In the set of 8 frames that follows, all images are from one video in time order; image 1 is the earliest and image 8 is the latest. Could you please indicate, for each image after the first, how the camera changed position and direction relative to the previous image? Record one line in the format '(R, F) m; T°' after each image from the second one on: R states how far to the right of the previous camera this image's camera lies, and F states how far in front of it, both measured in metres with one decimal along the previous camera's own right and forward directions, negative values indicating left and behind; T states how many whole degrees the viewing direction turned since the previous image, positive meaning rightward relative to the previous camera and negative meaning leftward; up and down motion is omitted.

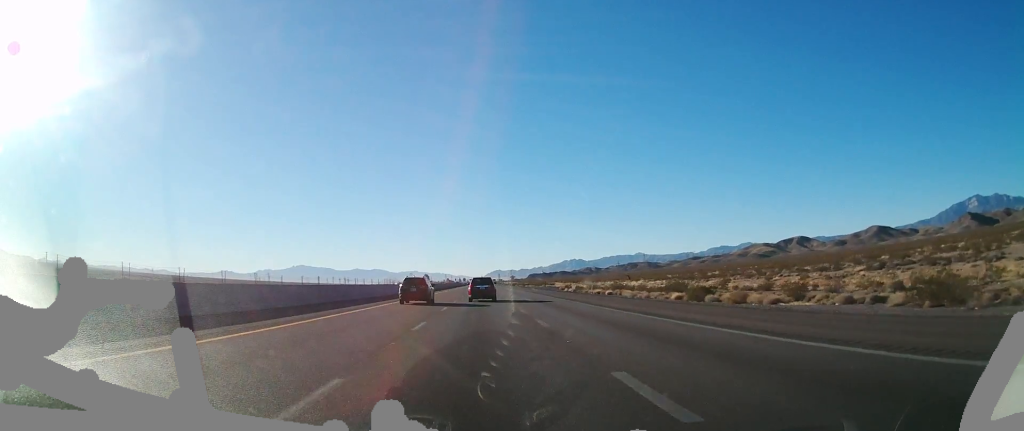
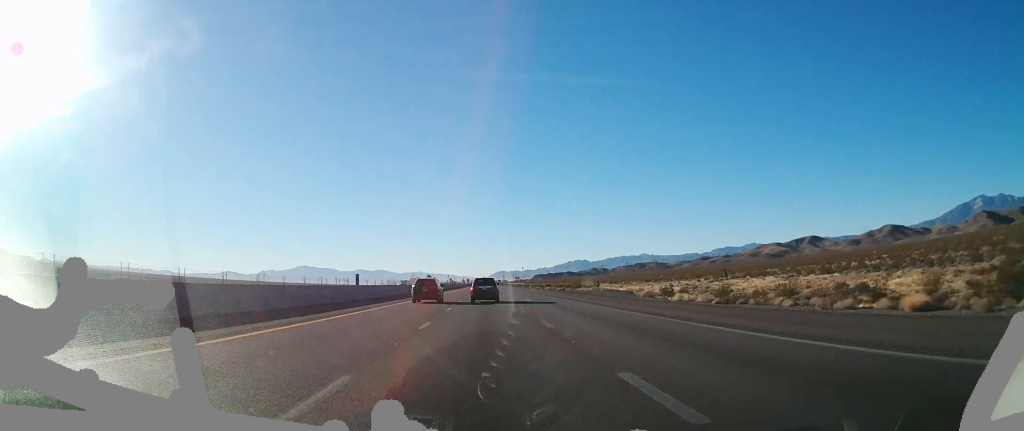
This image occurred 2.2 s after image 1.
(+0.2, +73.2) m; -1°
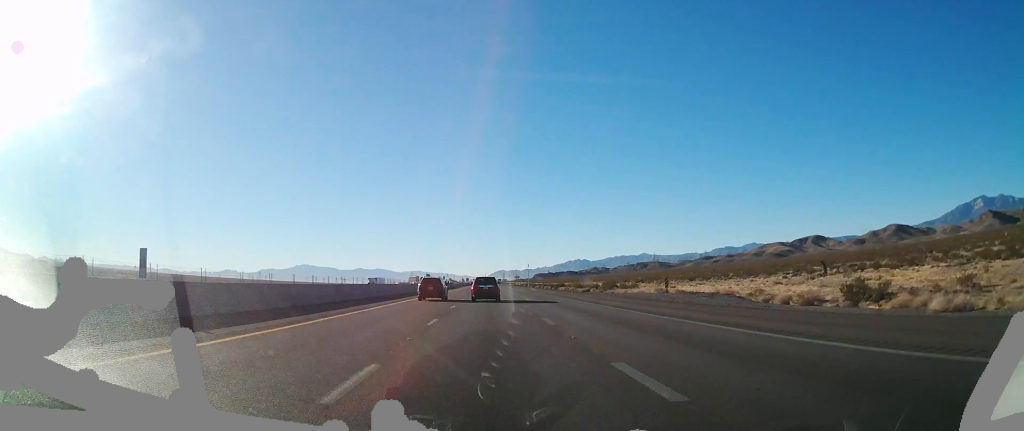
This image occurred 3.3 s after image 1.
(-0.1, +35.6) m; 0°
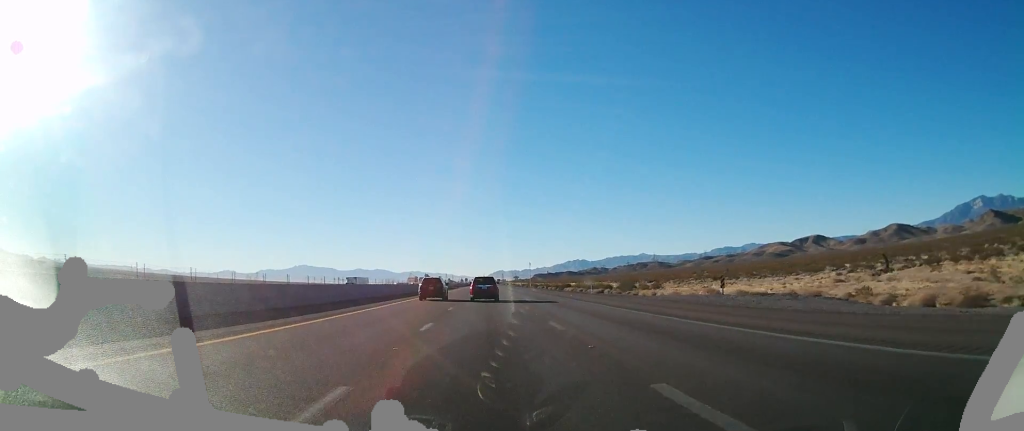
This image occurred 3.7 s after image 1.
(0.0, +14.5) m; 0°
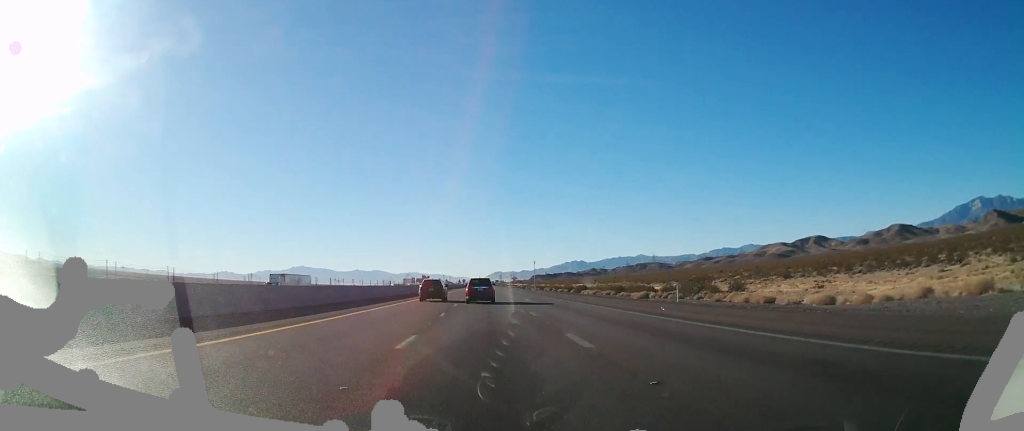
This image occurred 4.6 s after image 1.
(0.0, +28.9) m; 0°
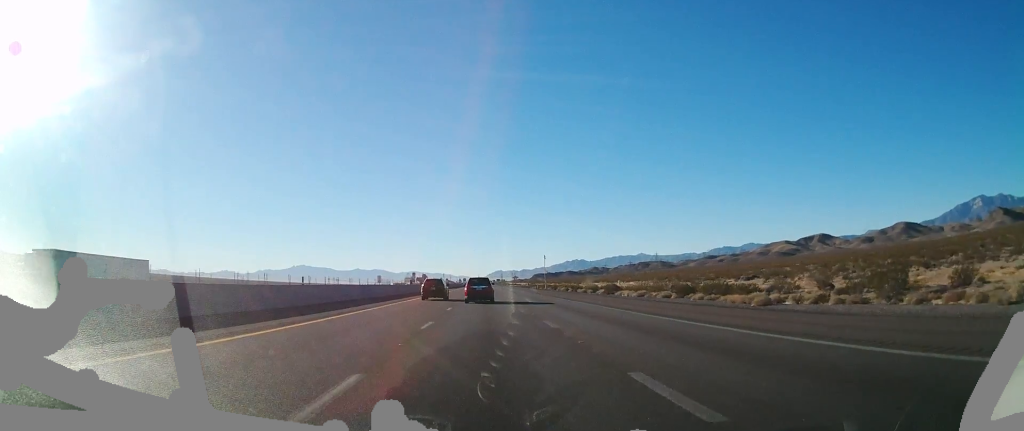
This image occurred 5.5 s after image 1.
(0.0, +31.1) m; 0°
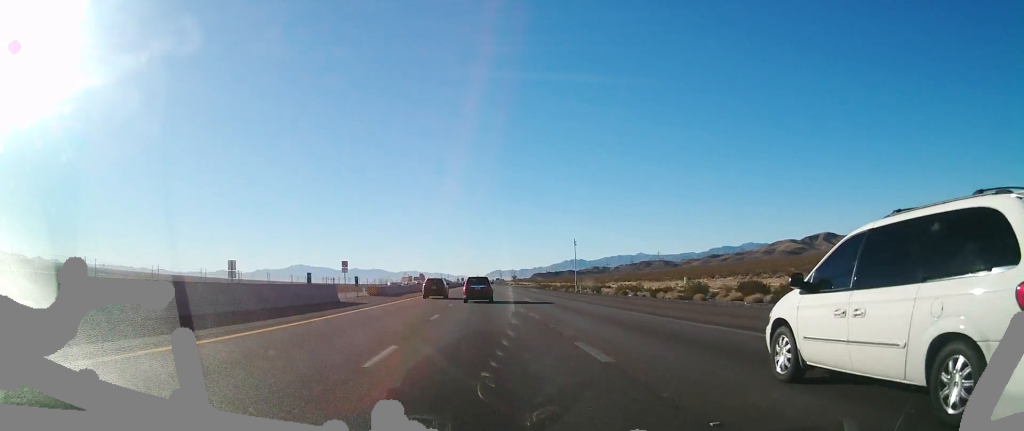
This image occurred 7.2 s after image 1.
(-0.1, +56.9) m; 0°
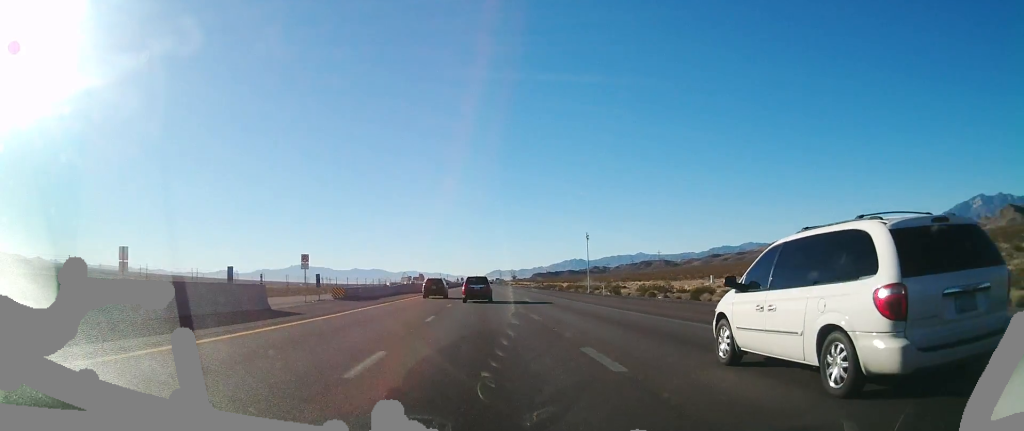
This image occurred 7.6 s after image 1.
(0.0, +13.3) m; 0°
